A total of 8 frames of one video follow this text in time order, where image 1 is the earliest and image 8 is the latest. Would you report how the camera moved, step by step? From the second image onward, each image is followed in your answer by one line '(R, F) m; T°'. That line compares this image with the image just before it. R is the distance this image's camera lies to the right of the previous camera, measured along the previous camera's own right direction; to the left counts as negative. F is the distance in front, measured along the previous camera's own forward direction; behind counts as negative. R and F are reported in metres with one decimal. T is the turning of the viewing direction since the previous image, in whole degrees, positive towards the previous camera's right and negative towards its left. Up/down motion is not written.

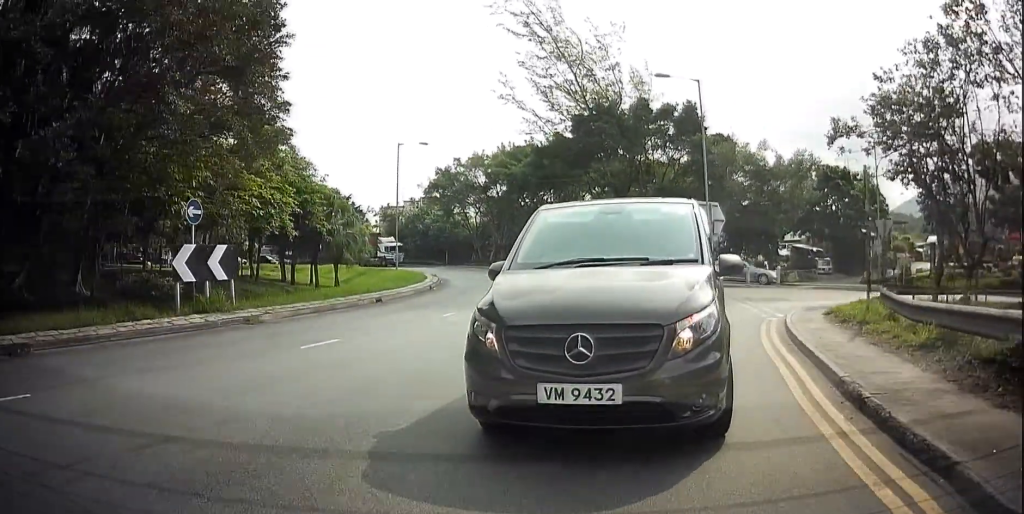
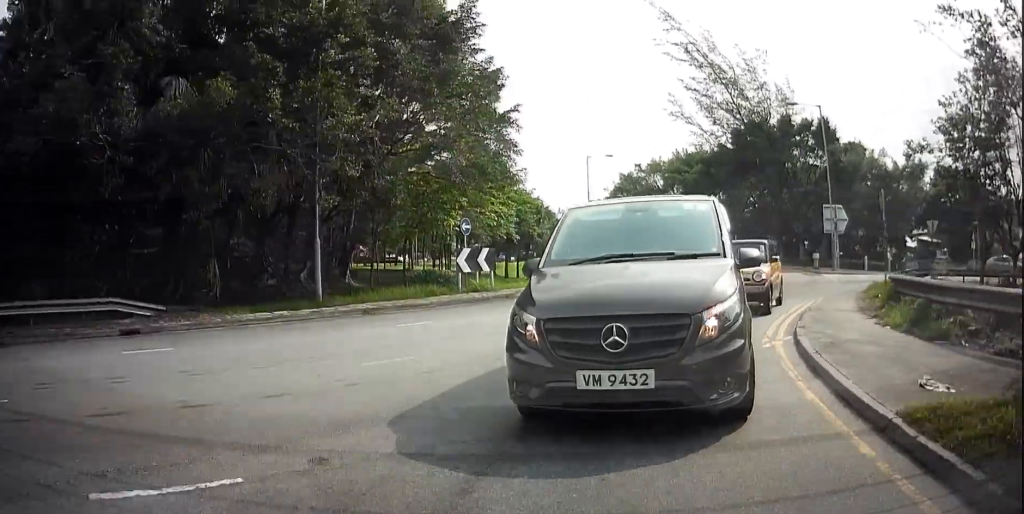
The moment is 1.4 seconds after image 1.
(-0.2, +8.8) m; -14°
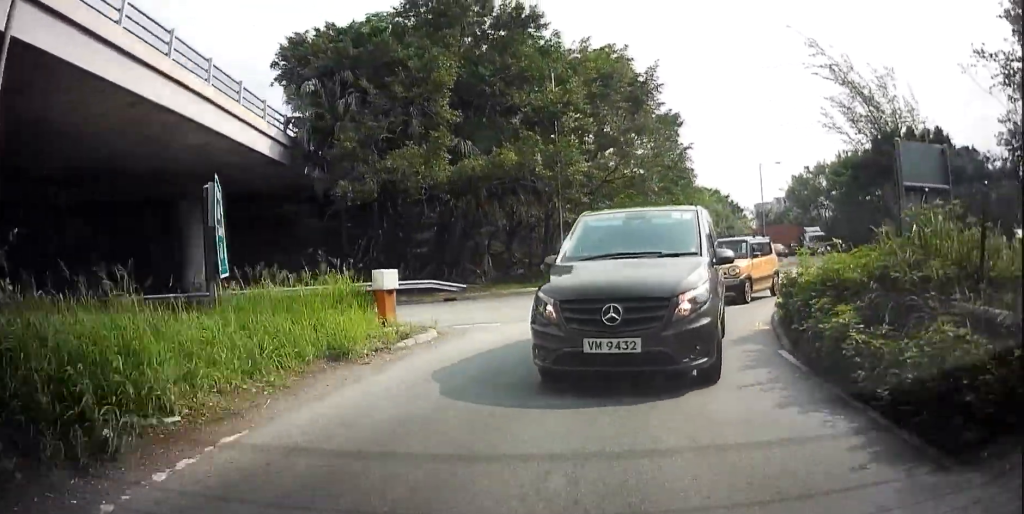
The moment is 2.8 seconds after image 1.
(-2.5, +9.1) m; -24°
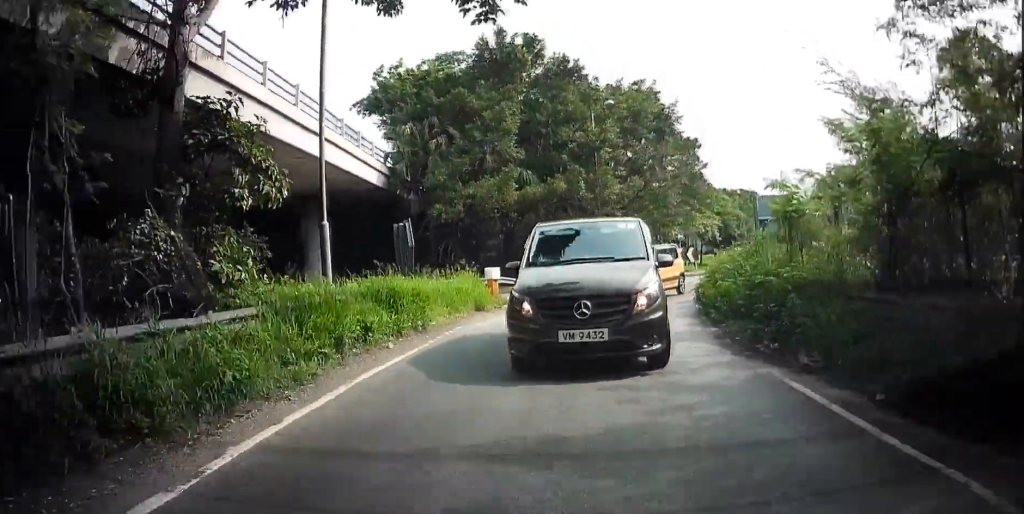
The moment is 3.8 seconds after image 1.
(-0.1, +7.2) m; -3°
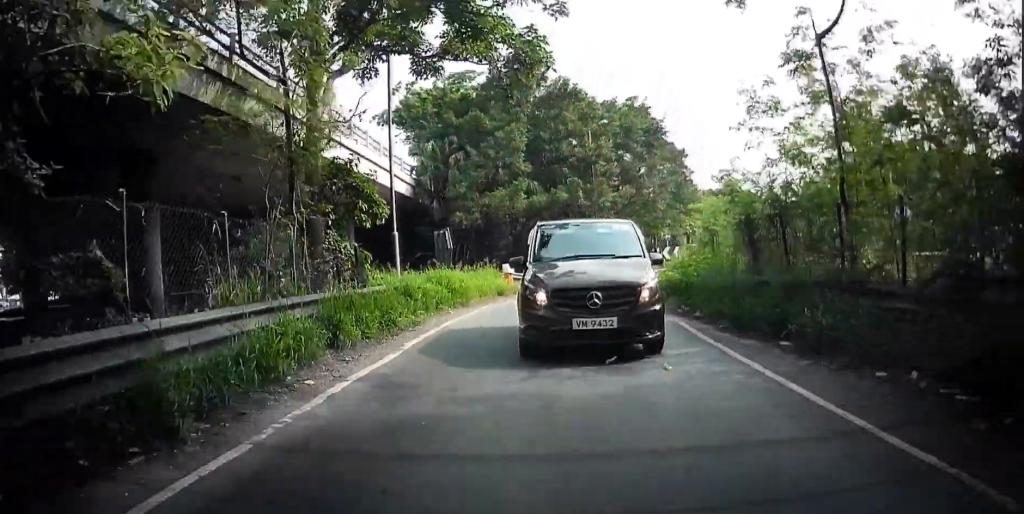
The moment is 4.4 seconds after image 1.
(-0.3, +5.0) m; +6°
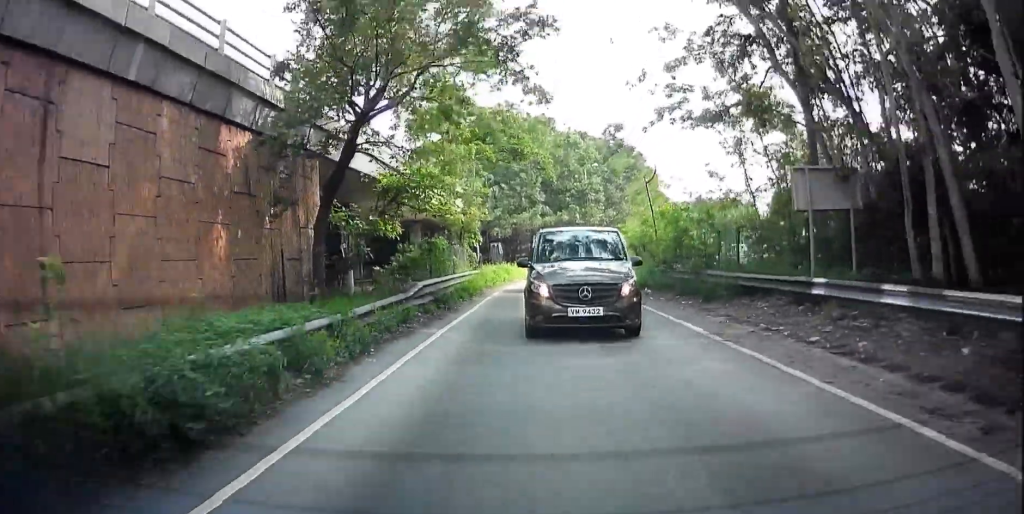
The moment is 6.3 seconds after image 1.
(+1.0, +15.5) m; -4°
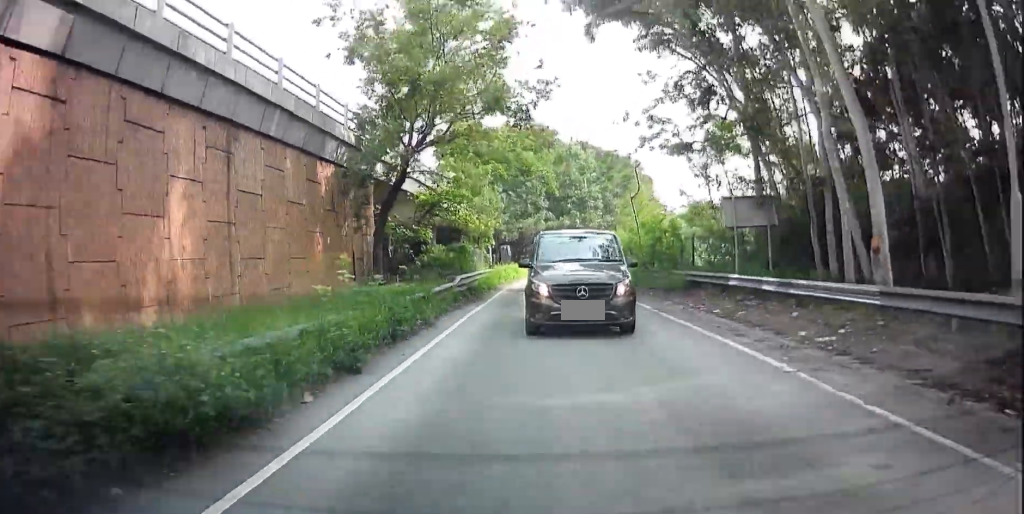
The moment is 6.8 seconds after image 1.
(-0.4, +5.1) m; -5°
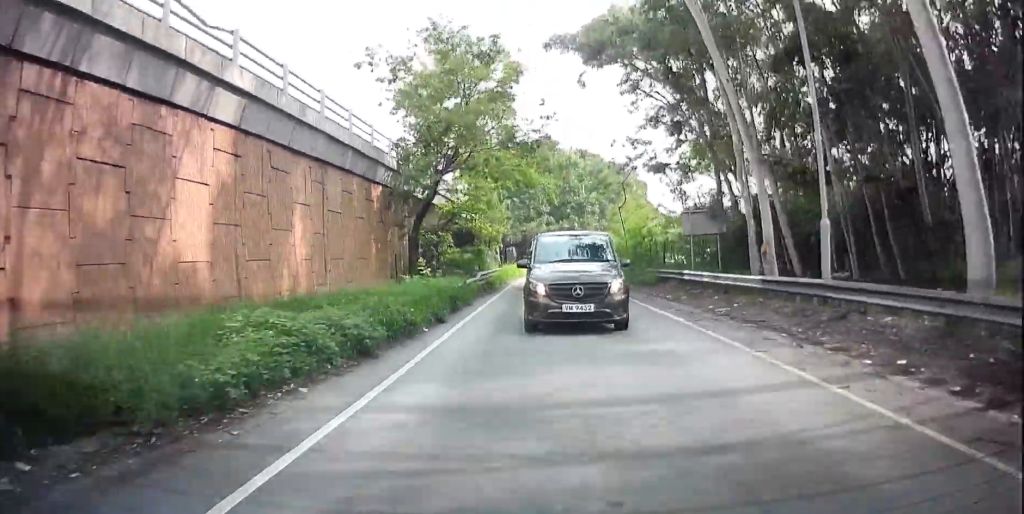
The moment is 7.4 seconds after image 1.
(-0.1, +5.5) m; -1°
